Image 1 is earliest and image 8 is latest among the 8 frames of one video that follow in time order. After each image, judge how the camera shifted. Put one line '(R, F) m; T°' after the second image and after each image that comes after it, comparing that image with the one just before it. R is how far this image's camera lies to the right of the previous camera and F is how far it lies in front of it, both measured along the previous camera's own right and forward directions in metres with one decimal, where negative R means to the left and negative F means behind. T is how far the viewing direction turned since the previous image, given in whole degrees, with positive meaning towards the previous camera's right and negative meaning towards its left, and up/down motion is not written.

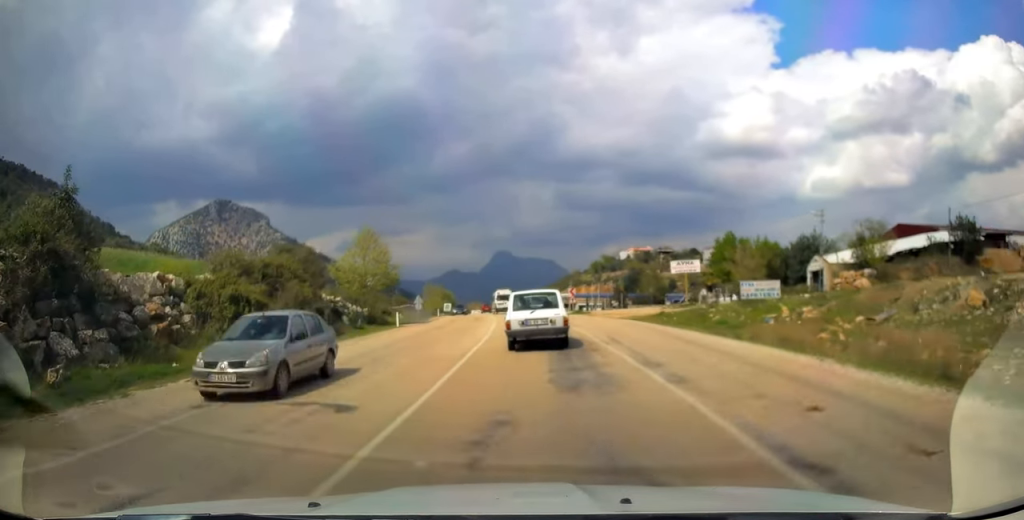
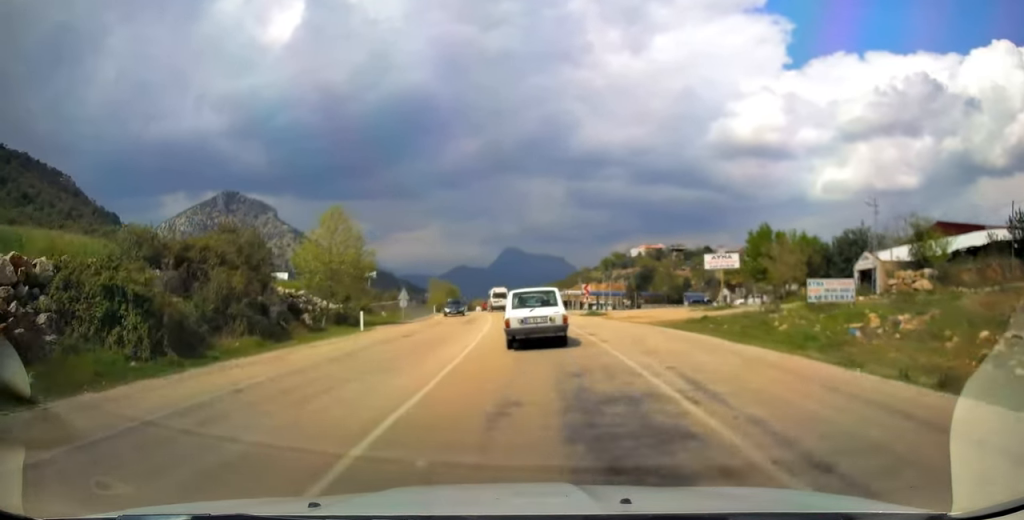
(-0.1, +8.4) m; -1°
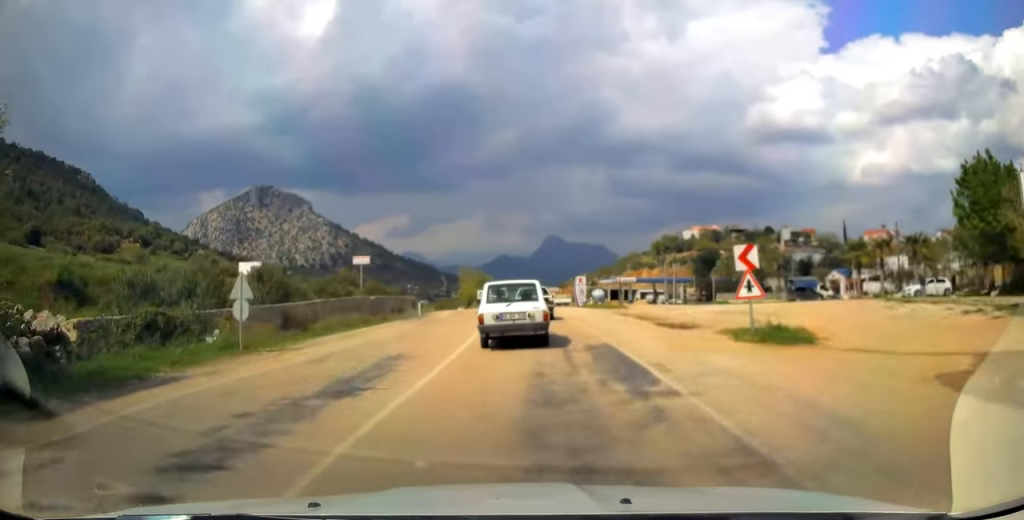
(-0.8, +28.4) m; -3°
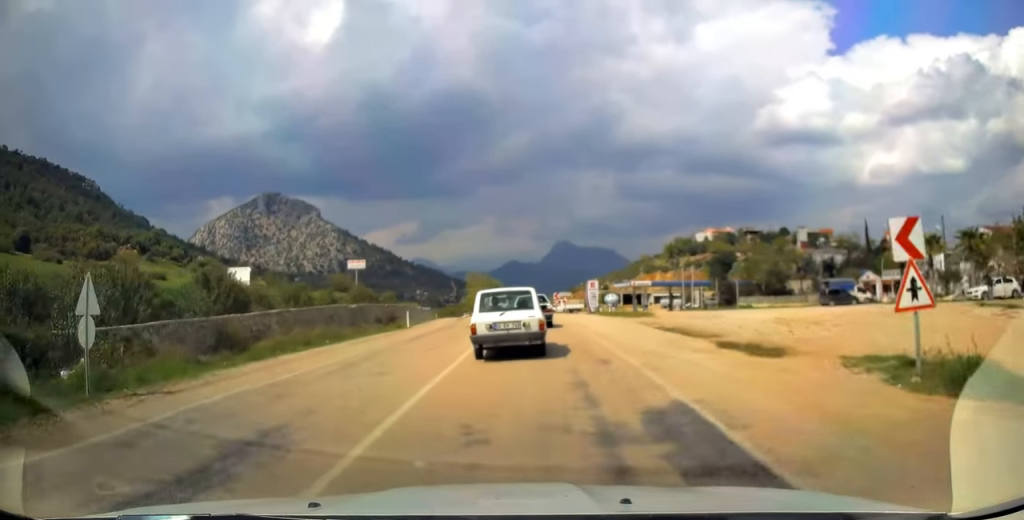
(0.0, +6.8) m; -1°
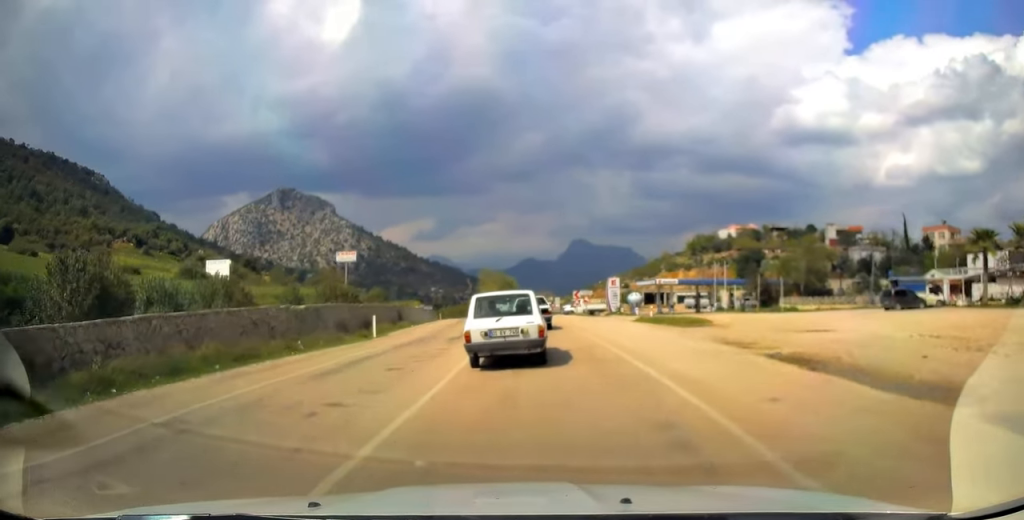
(-0.3, +10.7) m; -2°
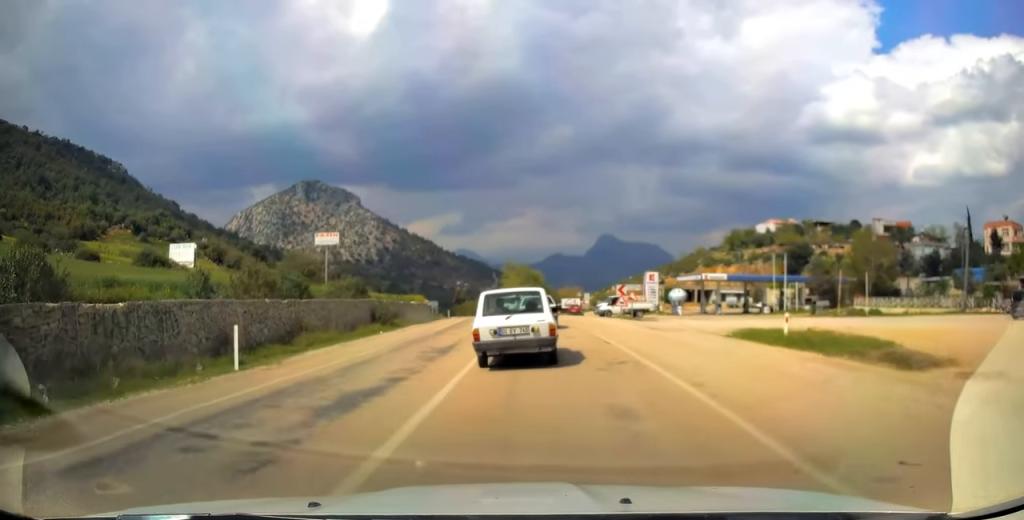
(-0.2, +14.9) m; -2°
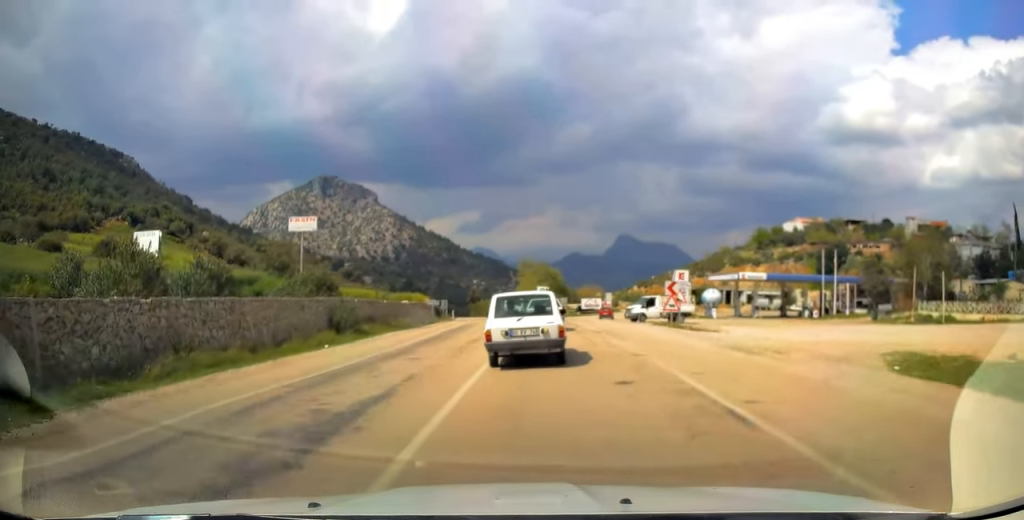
(-0.2, +9.8) m; -1°
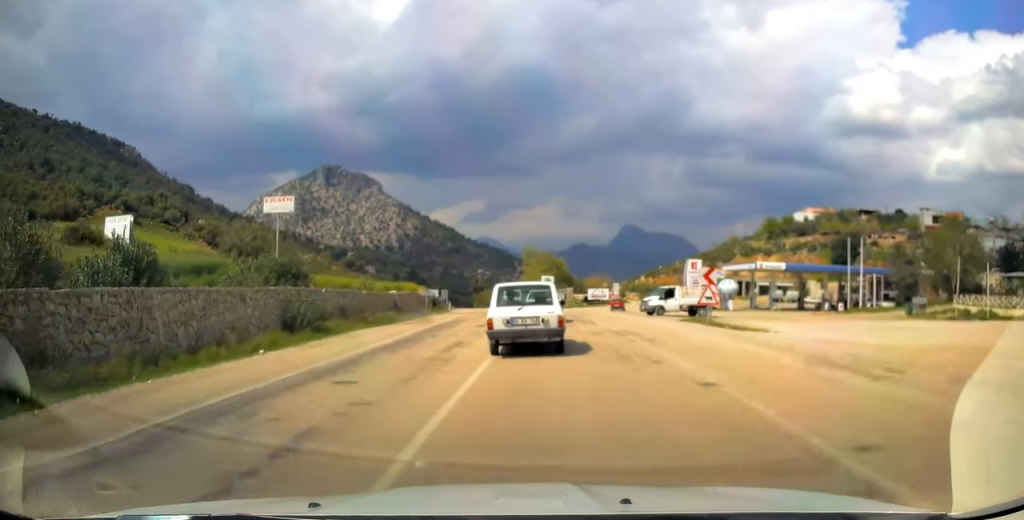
(-0.1, +5.5) m; -1°
